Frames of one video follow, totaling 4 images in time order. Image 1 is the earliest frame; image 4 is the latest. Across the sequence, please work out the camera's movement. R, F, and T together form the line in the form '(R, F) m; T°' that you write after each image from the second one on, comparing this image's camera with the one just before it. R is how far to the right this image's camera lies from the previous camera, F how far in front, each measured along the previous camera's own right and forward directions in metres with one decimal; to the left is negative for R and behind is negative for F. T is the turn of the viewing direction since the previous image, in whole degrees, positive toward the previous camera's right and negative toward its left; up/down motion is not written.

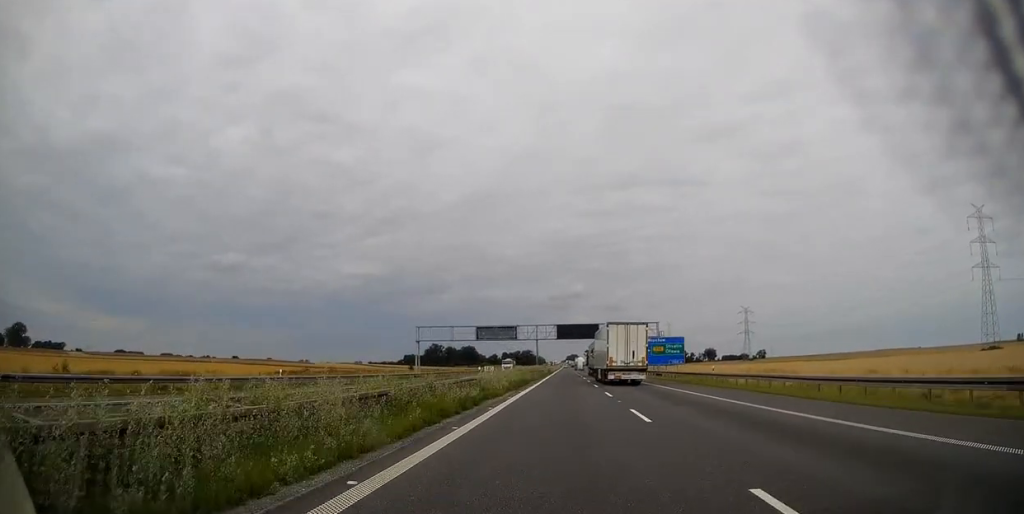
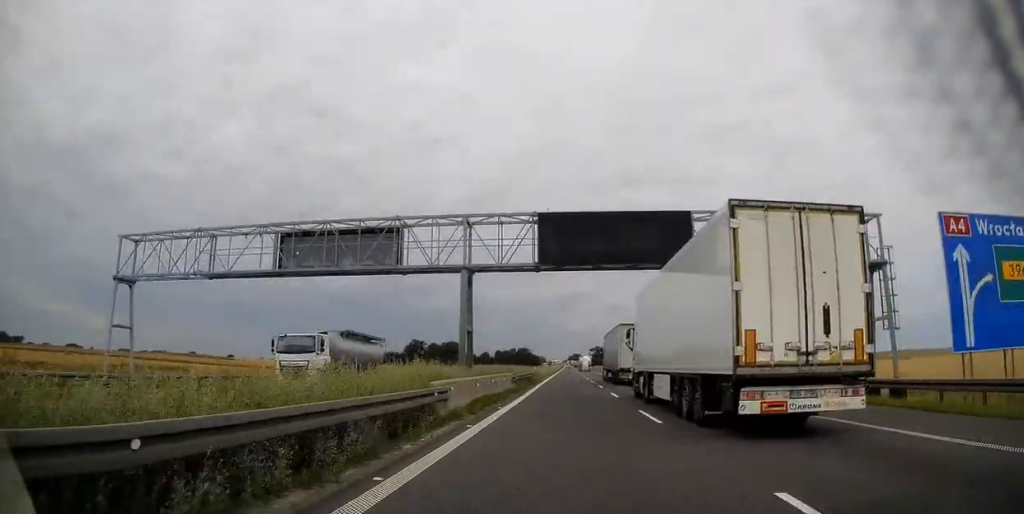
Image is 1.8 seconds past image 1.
(0.0, +72.4) m; 0°
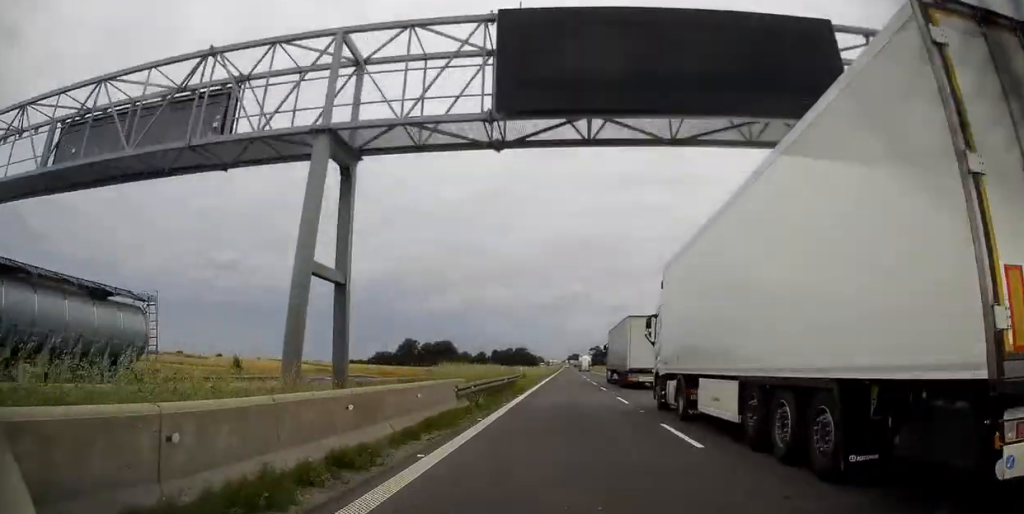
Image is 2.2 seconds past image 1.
(0.0, +16.3) m; 0°
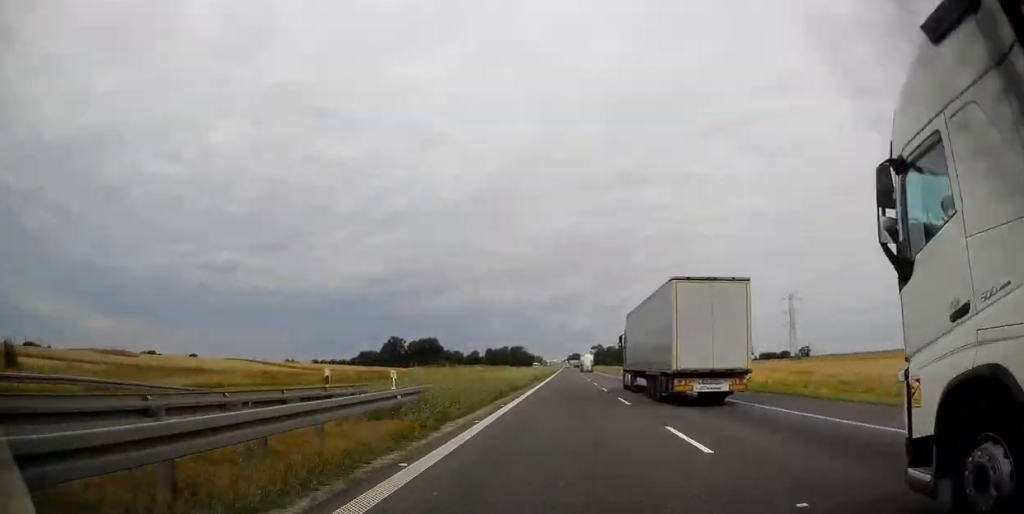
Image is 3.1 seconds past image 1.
(-0.1, +36.5) m; 0°
